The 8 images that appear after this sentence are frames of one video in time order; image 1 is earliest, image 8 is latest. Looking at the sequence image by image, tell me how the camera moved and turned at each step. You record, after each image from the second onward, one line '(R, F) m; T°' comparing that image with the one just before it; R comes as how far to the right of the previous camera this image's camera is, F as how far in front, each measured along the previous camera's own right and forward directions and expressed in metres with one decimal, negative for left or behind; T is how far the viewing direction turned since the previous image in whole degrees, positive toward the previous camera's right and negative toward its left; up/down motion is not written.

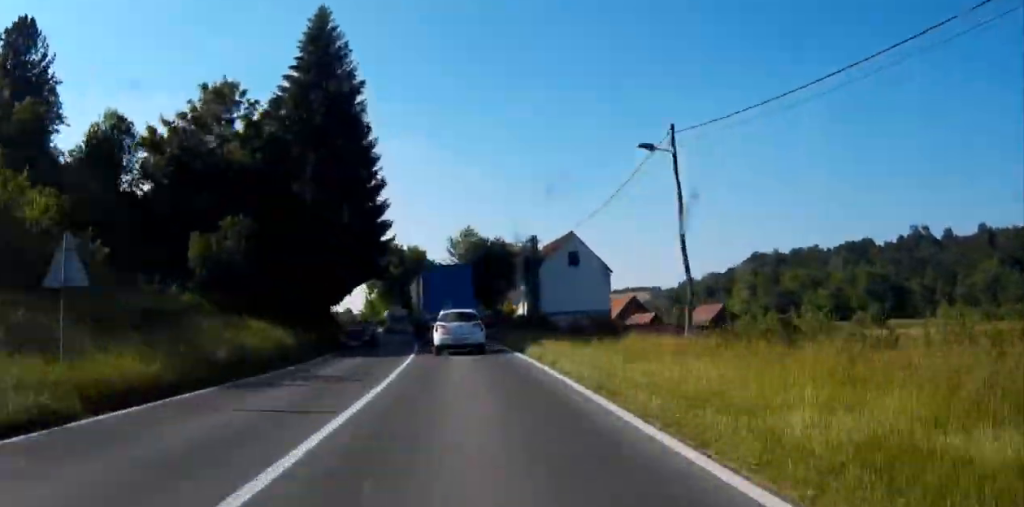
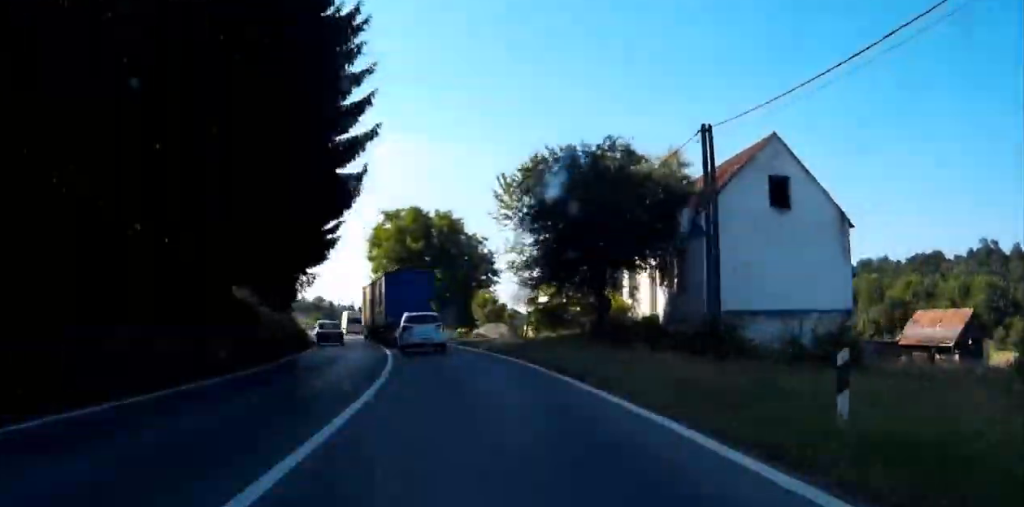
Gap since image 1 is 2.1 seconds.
(+0.9, +36.3) m; -4°
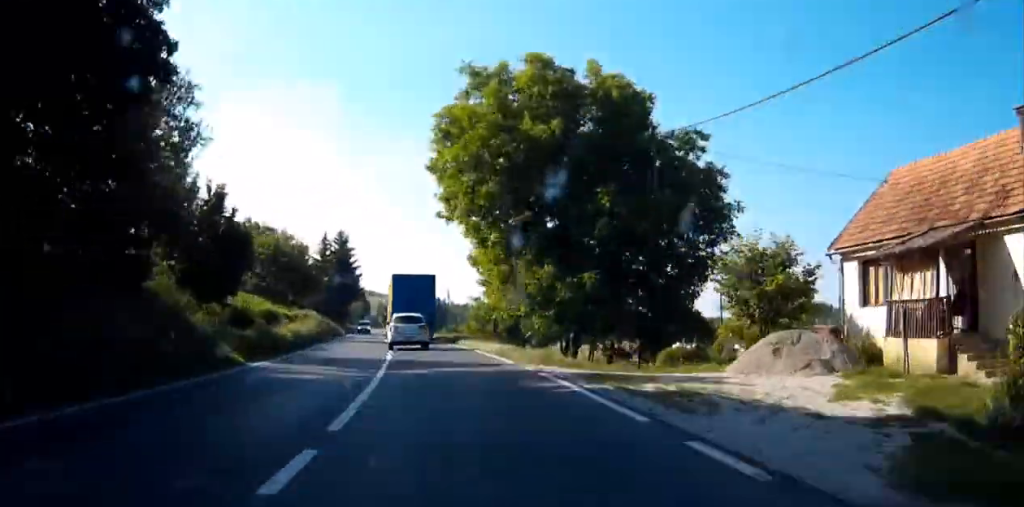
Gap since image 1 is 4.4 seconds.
(-3.8, +40.7) m; -7°
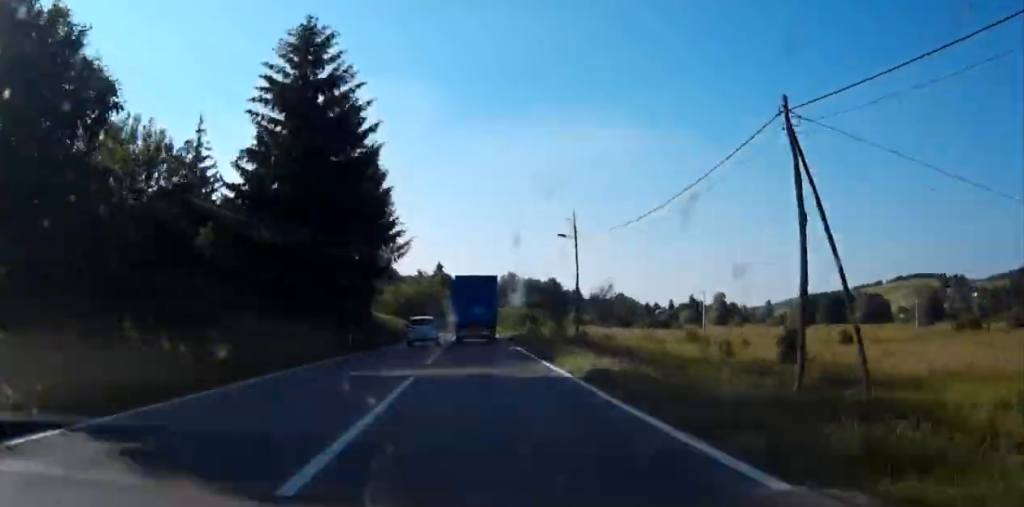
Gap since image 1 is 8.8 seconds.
(-6.0, +80.9) m; -5°
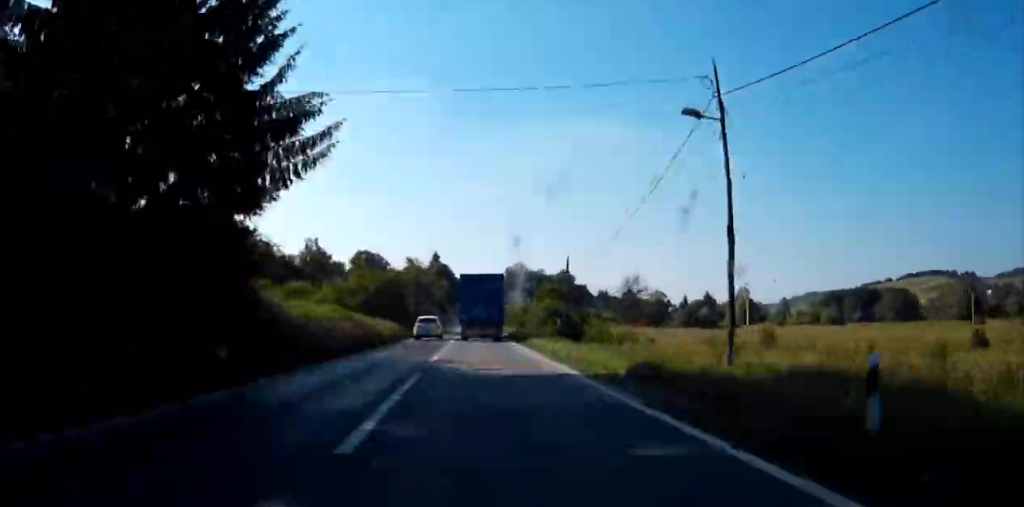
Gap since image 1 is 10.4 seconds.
(0.0, +30.5) m; 0°
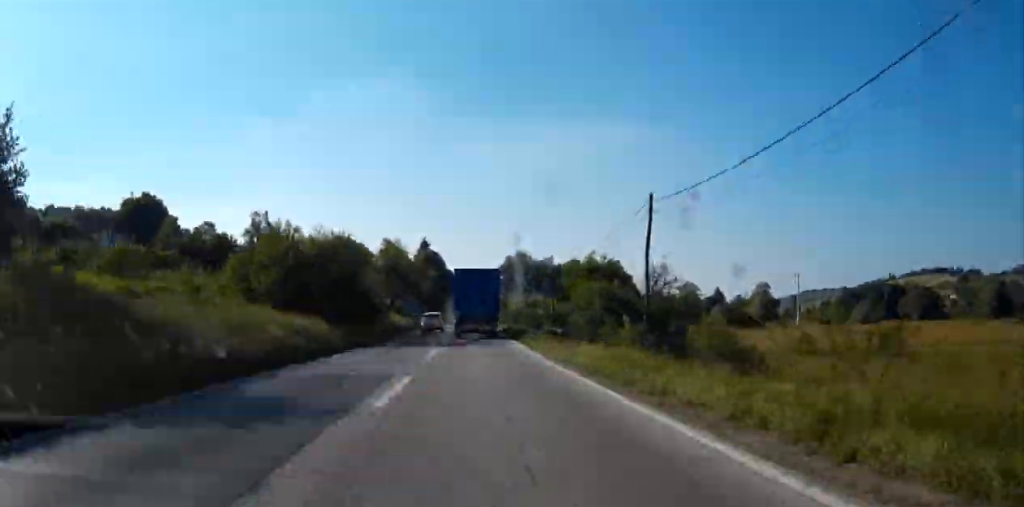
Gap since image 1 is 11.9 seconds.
(0.0, +28.8) m; 0°
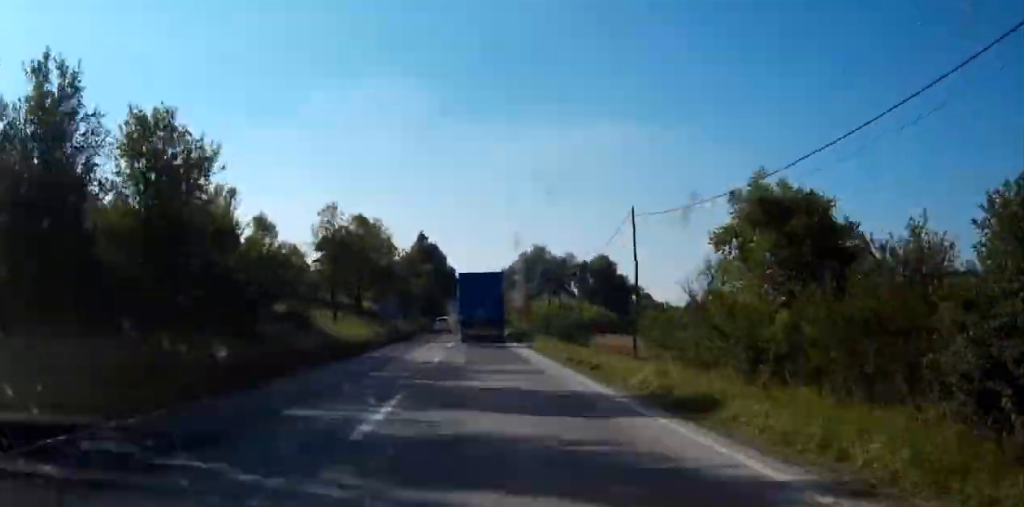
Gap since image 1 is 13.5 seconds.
(-0.1, +31.0) m; 0°
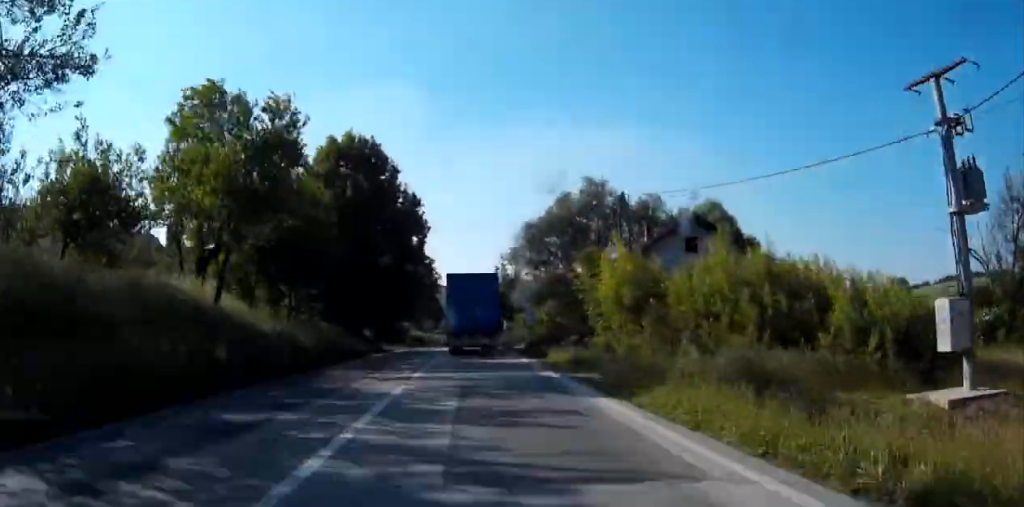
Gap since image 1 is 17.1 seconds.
(+0.1, +70.2) m; 0°
